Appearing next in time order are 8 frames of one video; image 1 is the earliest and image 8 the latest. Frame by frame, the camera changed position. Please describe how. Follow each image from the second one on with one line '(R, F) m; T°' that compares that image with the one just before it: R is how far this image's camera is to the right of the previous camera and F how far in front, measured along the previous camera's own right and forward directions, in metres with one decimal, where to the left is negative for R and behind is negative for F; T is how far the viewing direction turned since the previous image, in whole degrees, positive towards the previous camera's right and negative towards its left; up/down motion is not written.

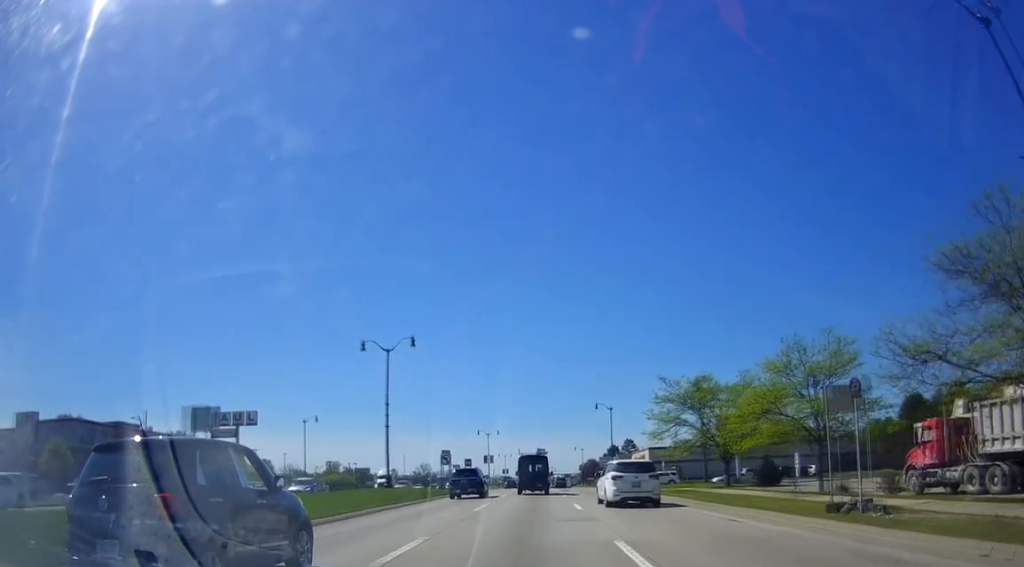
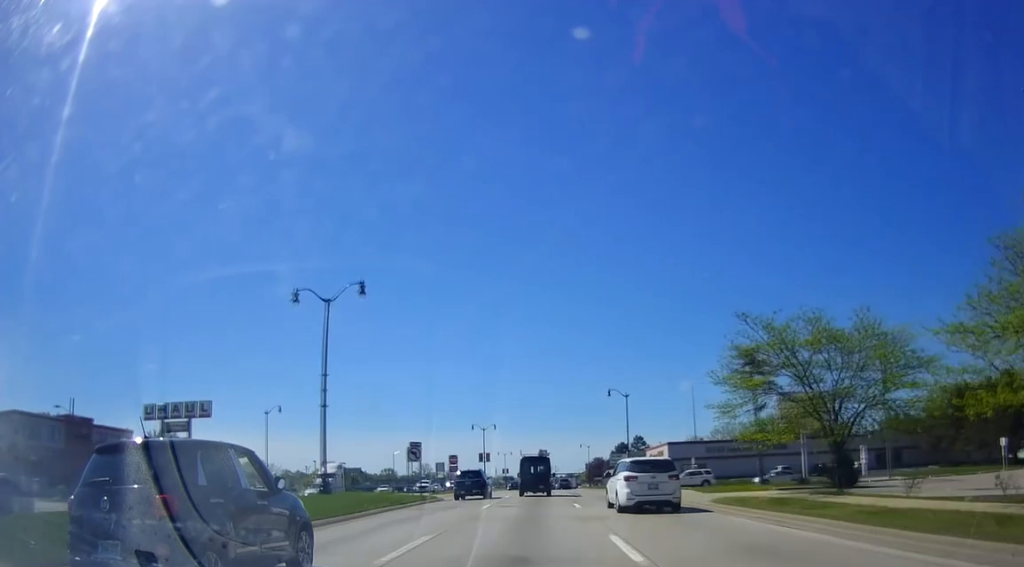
(0.0, +15.2) m; +1°
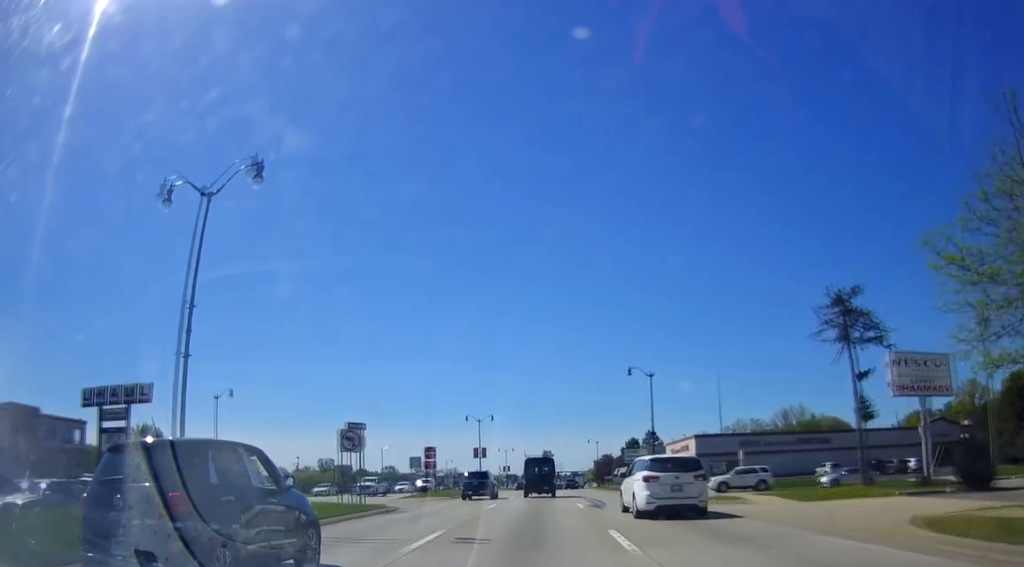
(+0.2, +14.8) m; 0°
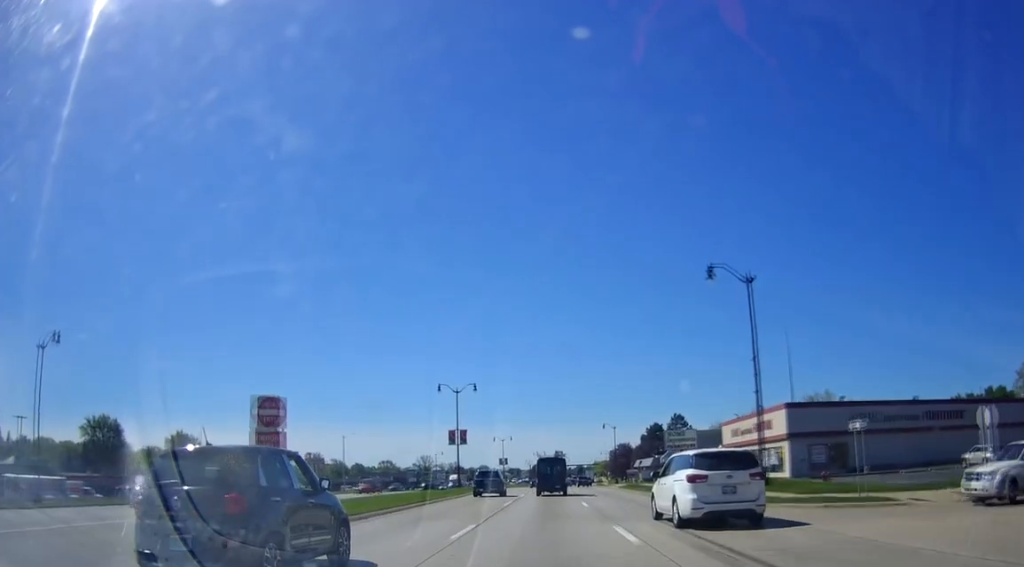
(-1.1, +31.9) m; -2°
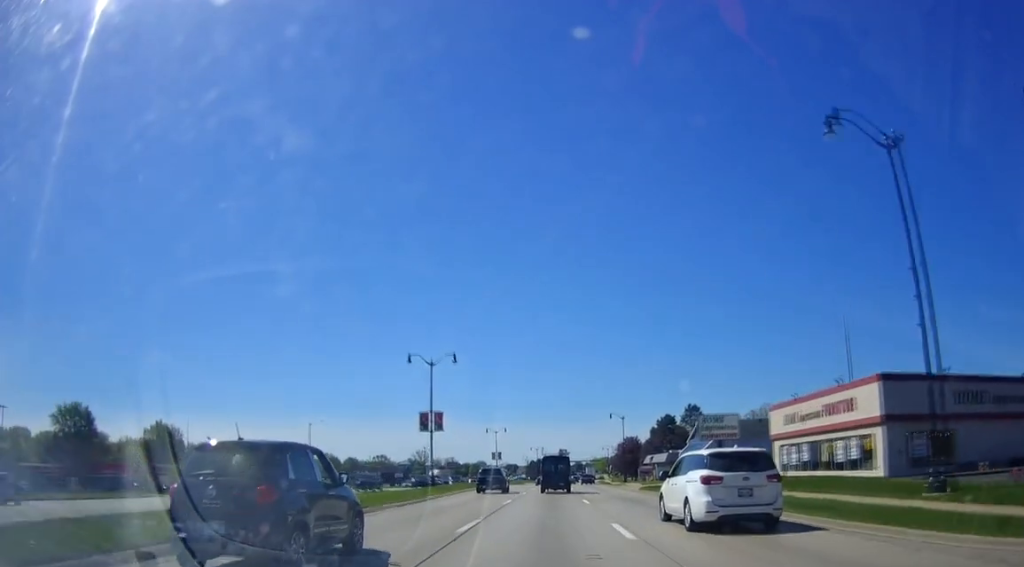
(+0.4, +16.8) m; +1°
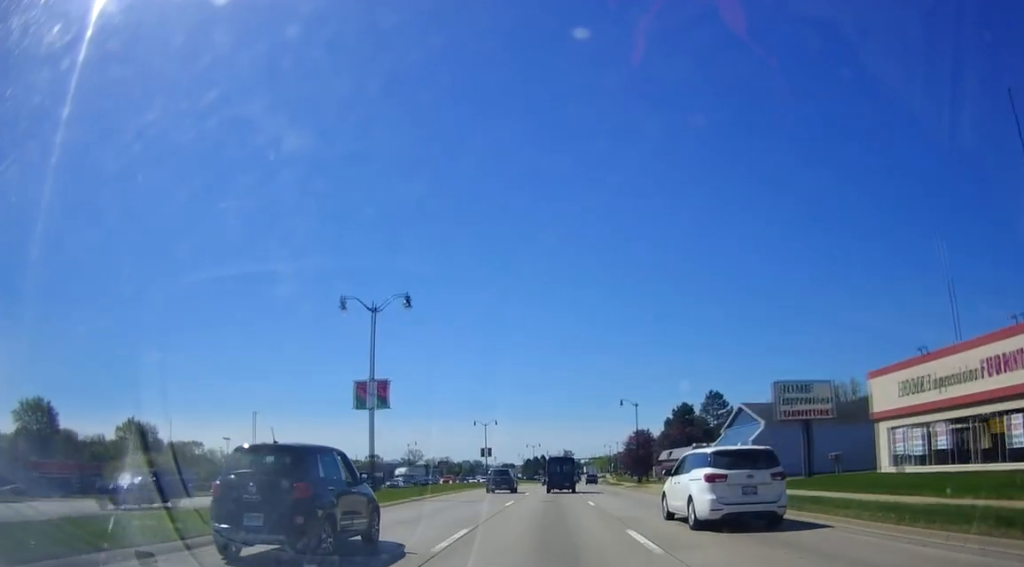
(-0.2, +17.0) m; 0°
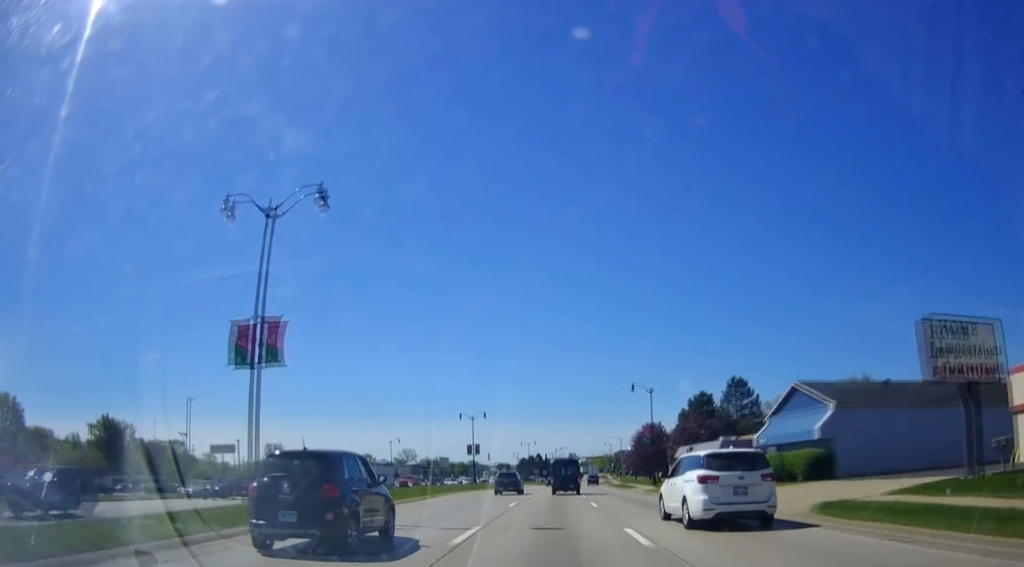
(+0.3, +14.8) m; +1°
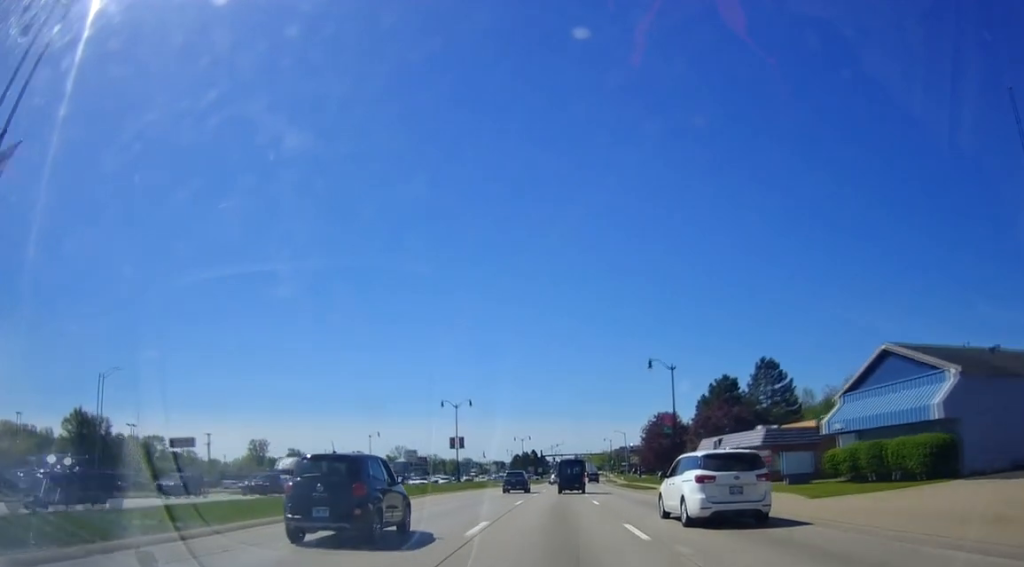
(+0.1, +13.8) m; 0°
